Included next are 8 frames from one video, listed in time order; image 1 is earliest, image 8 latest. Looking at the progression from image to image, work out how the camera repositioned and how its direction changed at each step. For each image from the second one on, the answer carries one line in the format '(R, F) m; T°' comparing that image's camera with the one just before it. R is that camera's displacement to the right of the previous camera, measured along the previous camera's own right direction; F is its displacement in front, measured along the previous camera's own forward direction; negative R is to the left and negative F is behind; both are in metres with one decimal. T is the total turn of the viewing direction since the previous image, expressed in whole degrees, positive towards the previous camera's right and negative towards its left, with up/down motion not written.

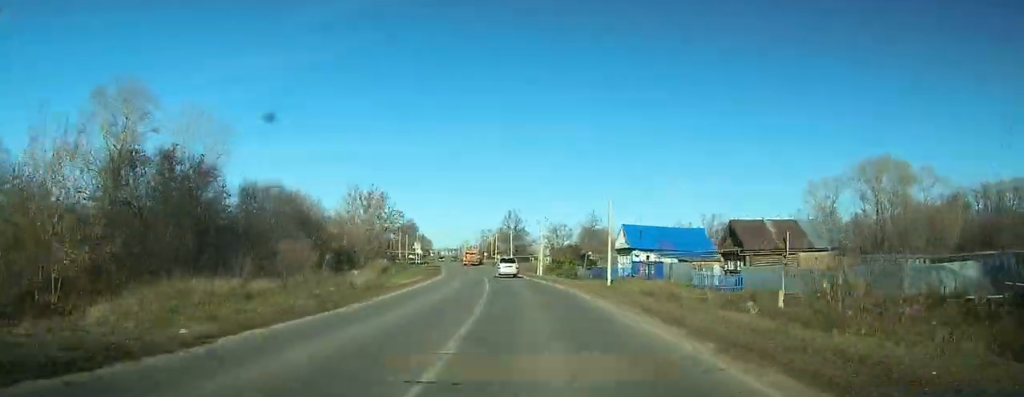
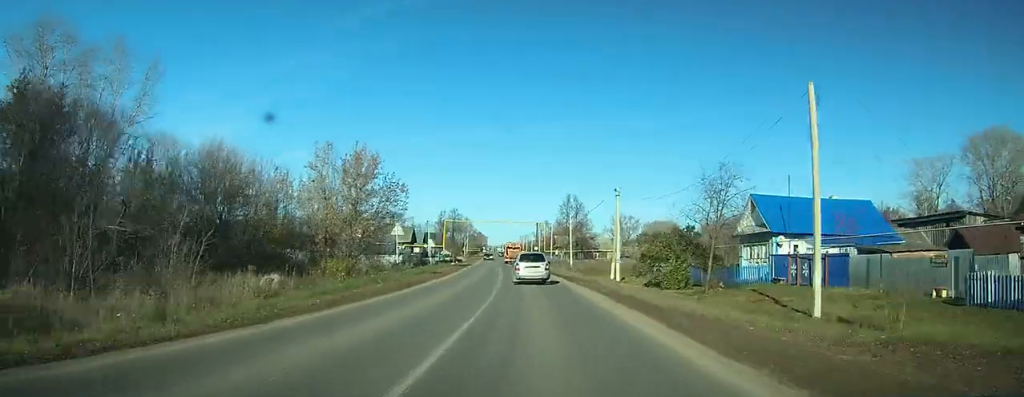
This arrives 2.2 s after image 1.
(-0.7, +25.3) m; -7°
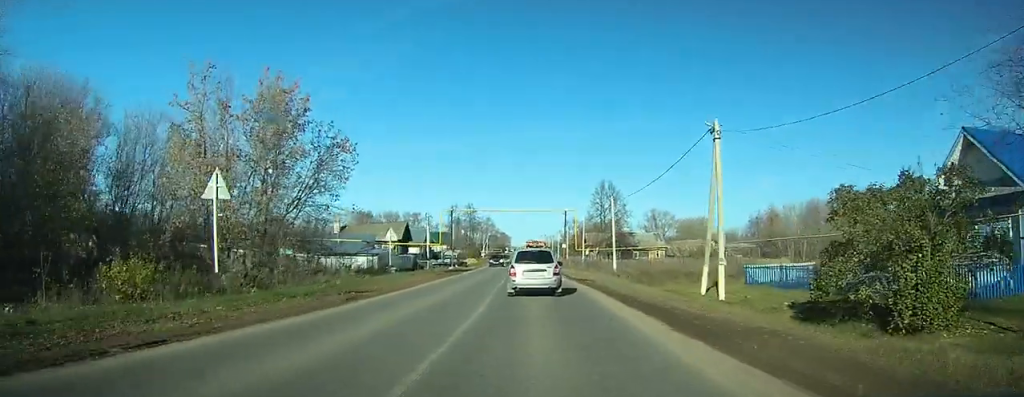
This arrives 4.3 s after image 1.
(-2.1, +23.4) m; -7°
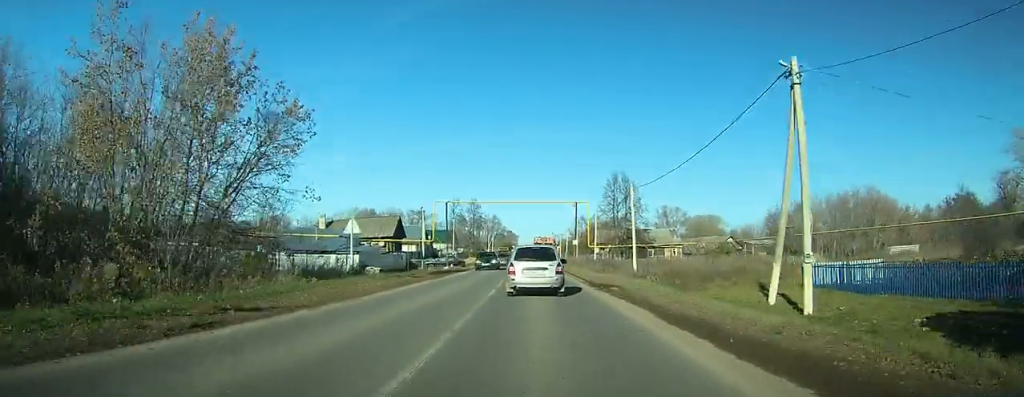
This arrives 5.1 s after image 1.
(-0.2, +9.1) m; -1°
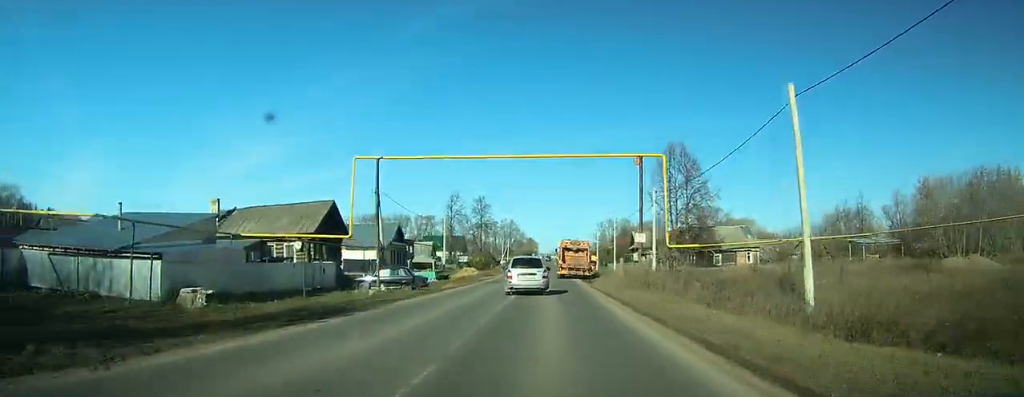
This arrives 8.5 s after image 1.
(-0.6, +32.9) m; -2°
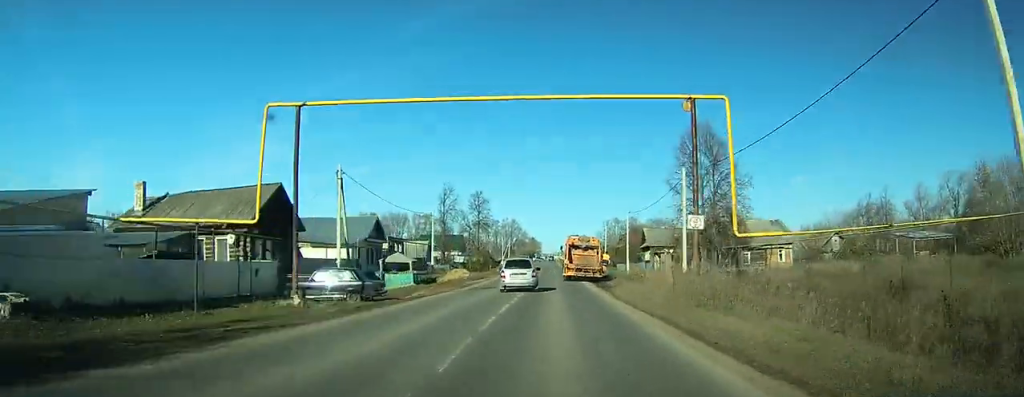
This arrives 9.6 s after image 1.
(-0.1, +9.4) m; -1°
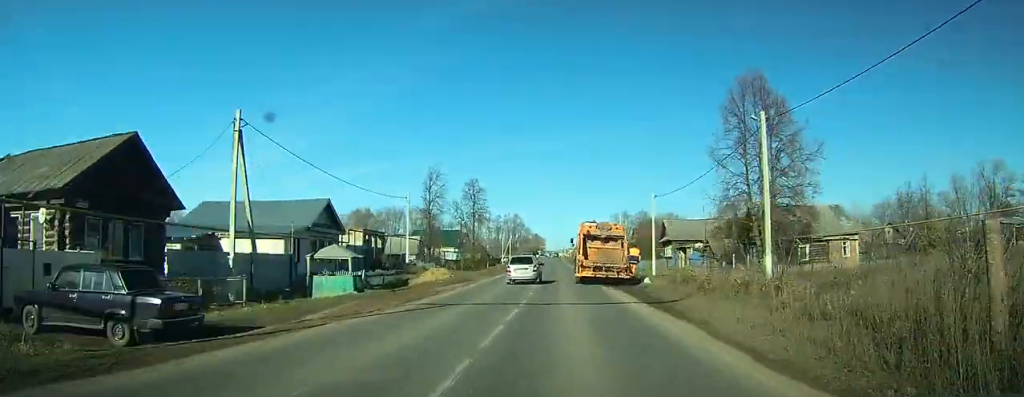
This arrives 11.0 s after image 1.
(-0.1, +12.6) m; 0°
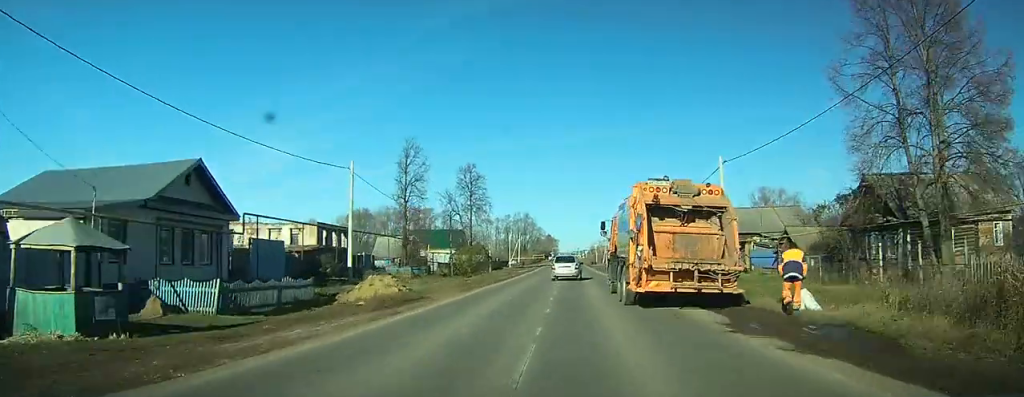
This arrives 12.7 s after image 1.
(-0.2, +15.6) m; +1°
